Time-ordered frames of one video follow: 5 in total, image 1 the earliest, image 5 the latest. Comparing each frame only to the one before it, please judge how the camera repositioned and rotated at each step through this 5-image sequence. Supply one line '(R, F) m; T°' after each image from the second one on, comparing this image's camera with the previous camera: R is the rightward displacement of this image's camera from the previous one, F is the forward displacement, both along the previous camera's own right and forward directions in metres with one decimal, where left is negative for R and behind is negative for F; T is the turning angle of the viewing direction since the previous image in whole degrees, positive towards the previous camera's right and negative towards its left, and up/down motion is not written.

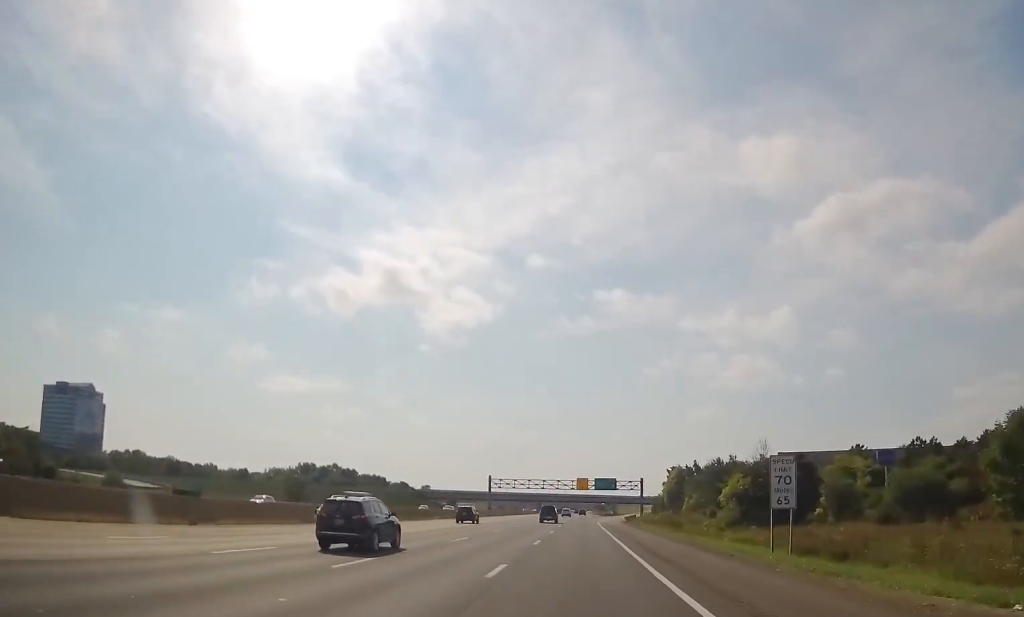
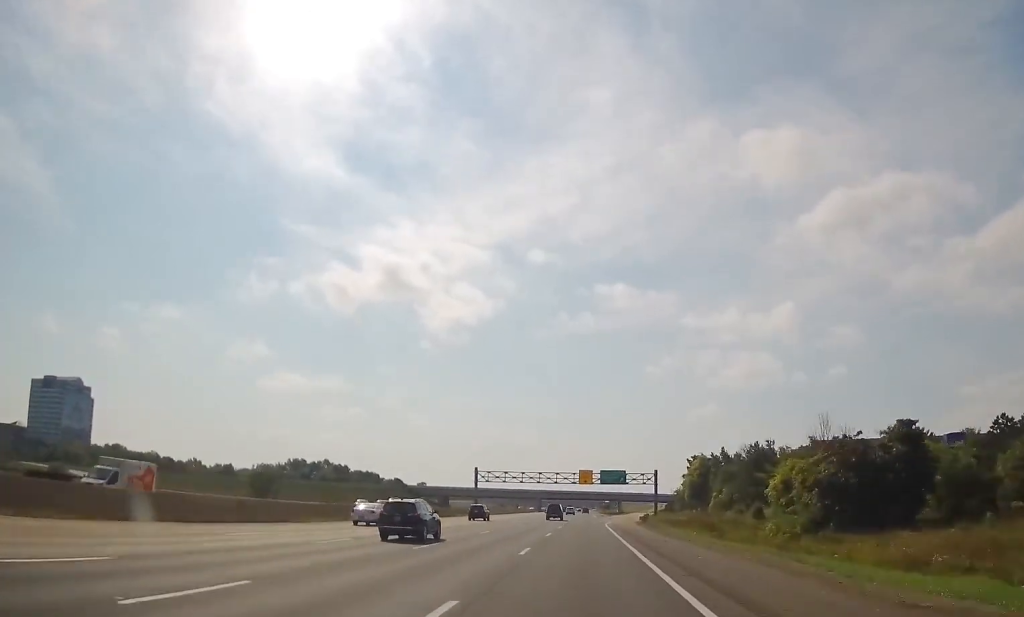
(+0.3, +23.6) m; 0°
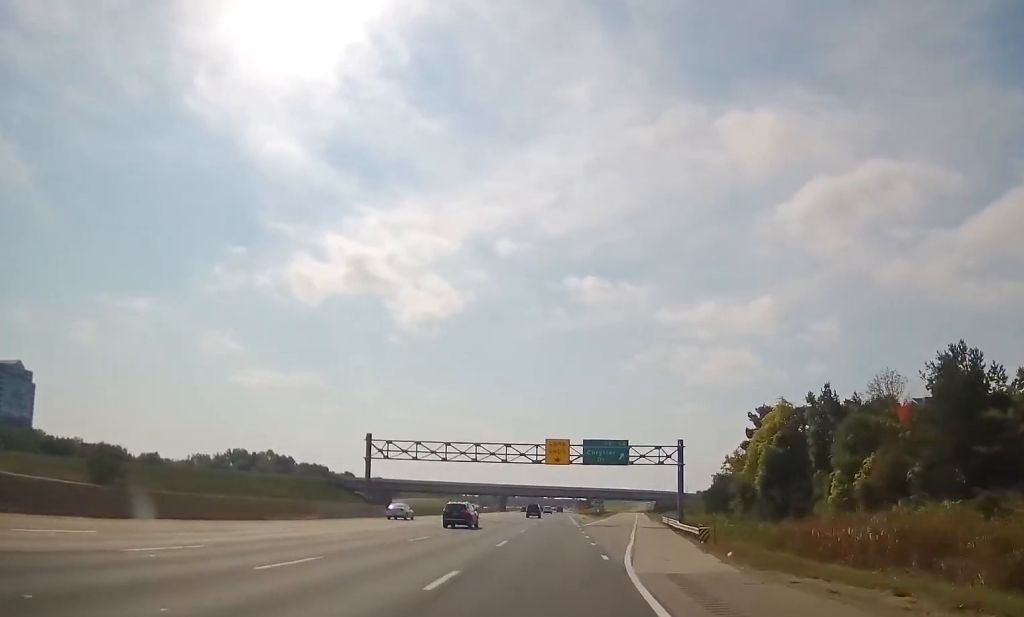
(+0.9, +55.2) m; +3°
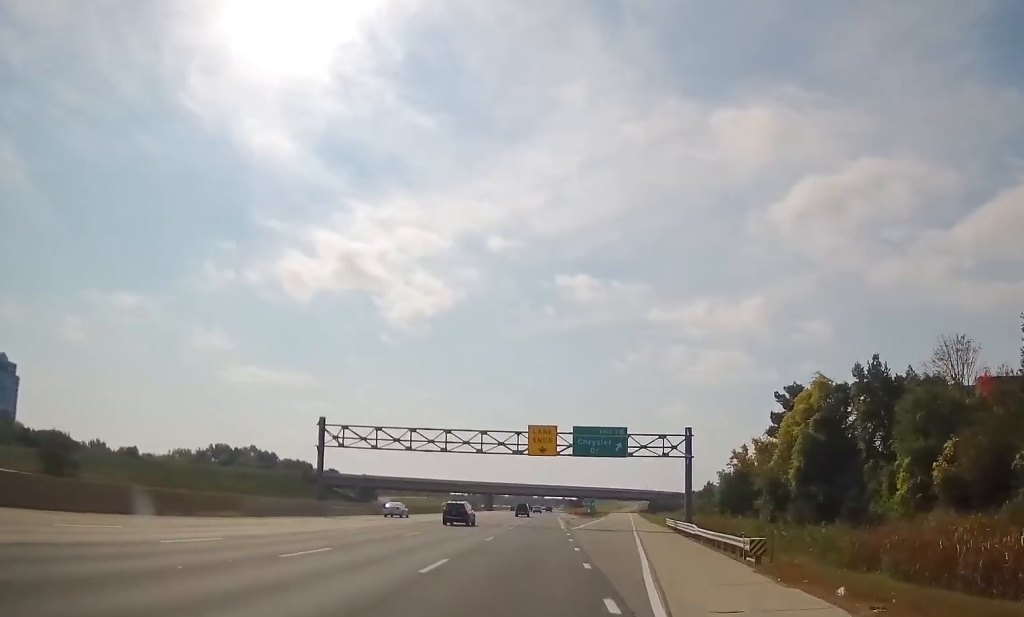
(+0.1, +11.5) m; +1°
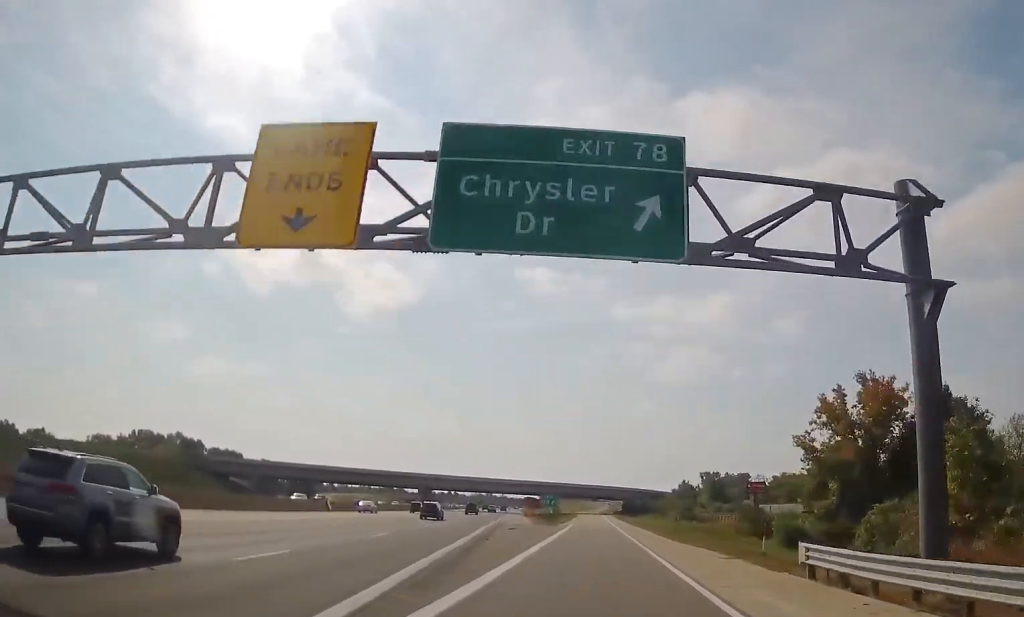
(+0.1, +48.2) m; +1°
